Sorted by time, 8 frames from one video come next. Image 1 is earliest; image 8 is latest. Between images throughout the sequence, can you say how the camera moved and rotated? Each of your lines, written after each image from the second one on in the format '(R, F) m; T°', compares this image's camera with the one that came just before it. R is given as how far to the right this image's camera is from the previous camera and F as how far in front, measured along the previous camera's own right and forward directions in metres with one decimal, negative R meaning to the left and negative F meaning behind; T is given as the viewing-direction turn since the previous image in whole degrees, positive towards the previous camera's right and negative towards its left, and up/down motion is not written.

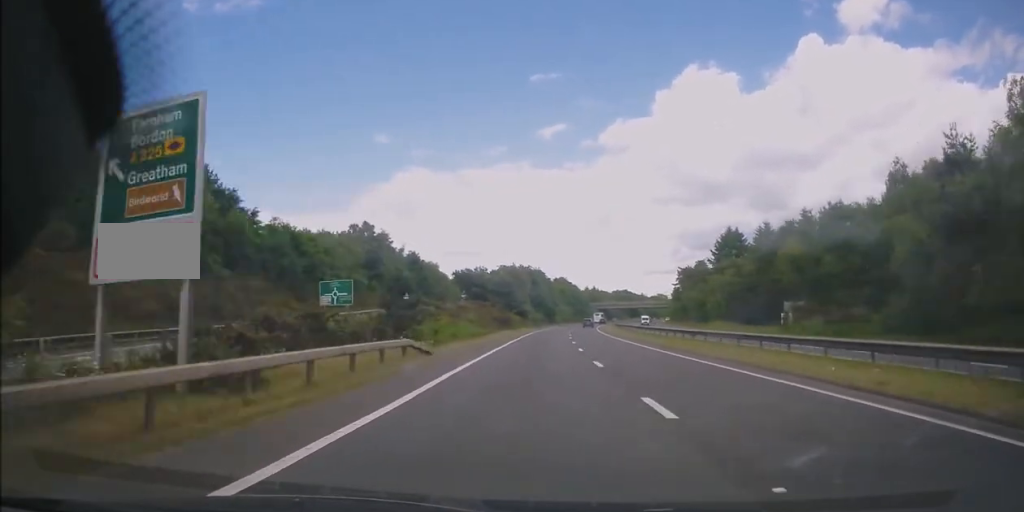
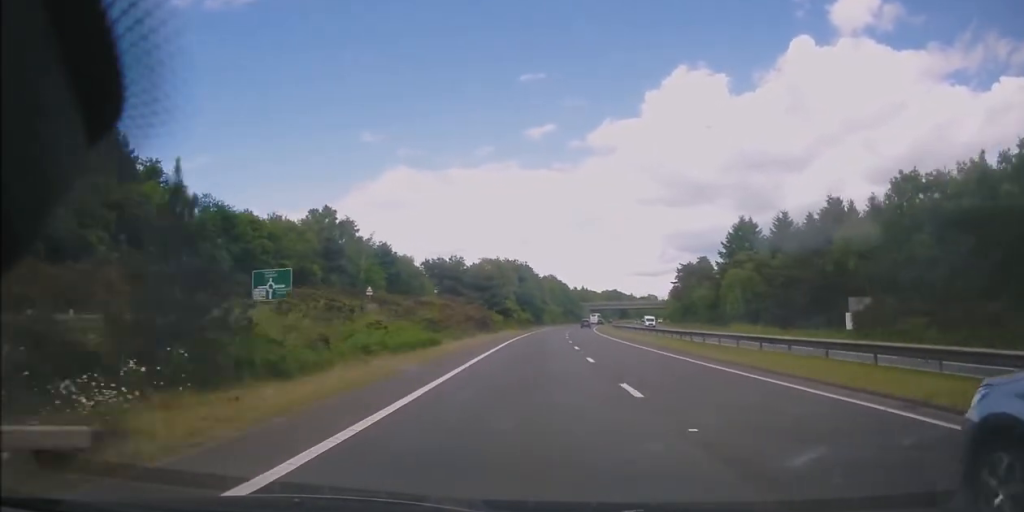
(-0.2, +16.0) m; +1°
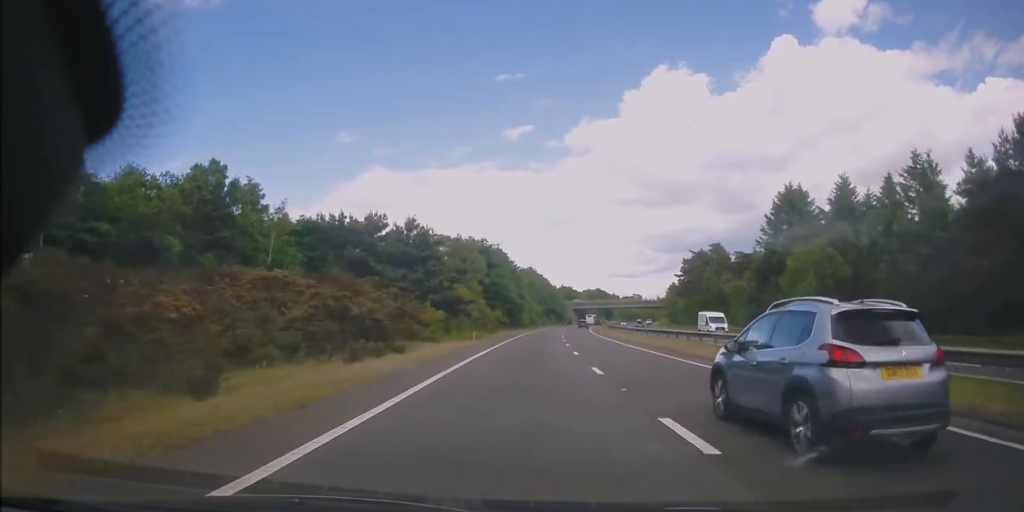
(+0.9, +32.2) m; +3°
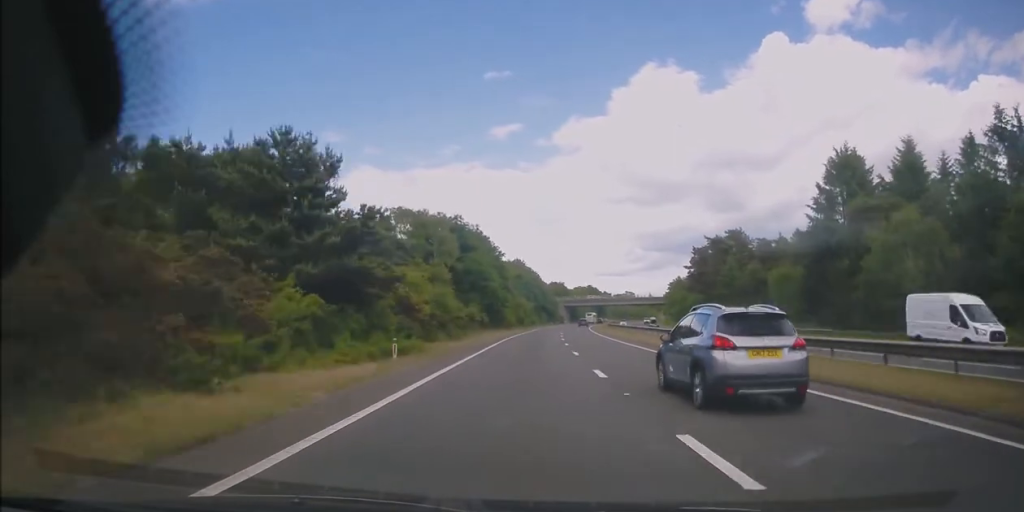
(+0.4, +20.0) m; +1°
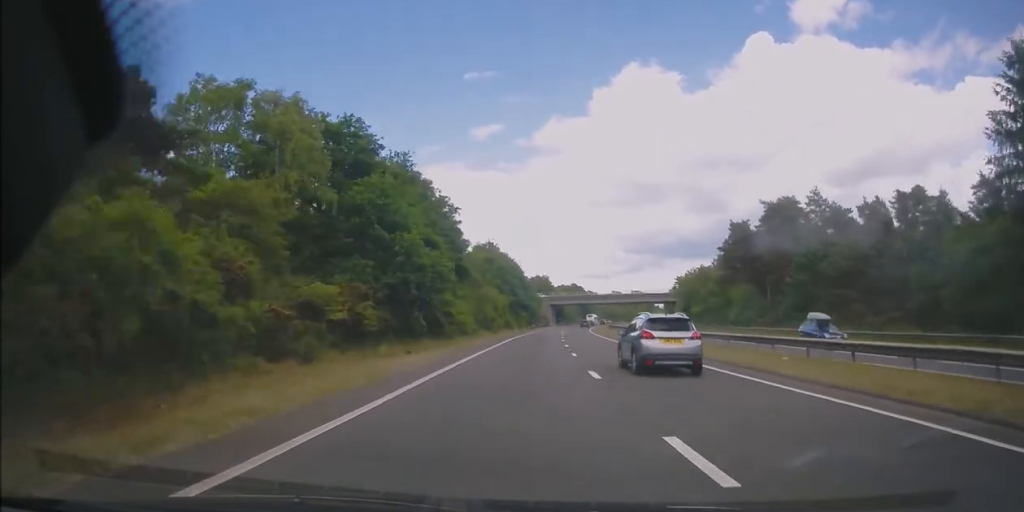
(+0.3, +37.4) m; +2°
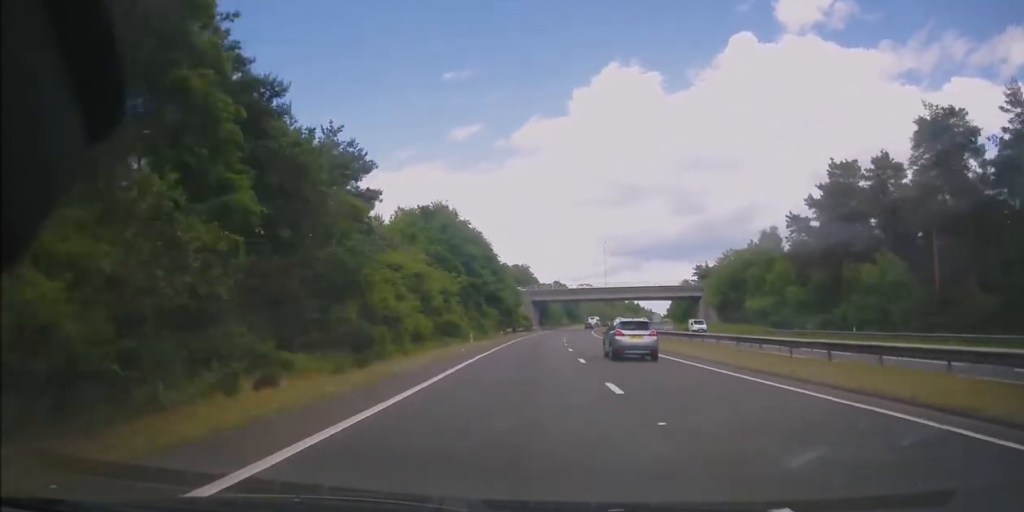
(+0.9, +40.4) m; +2°
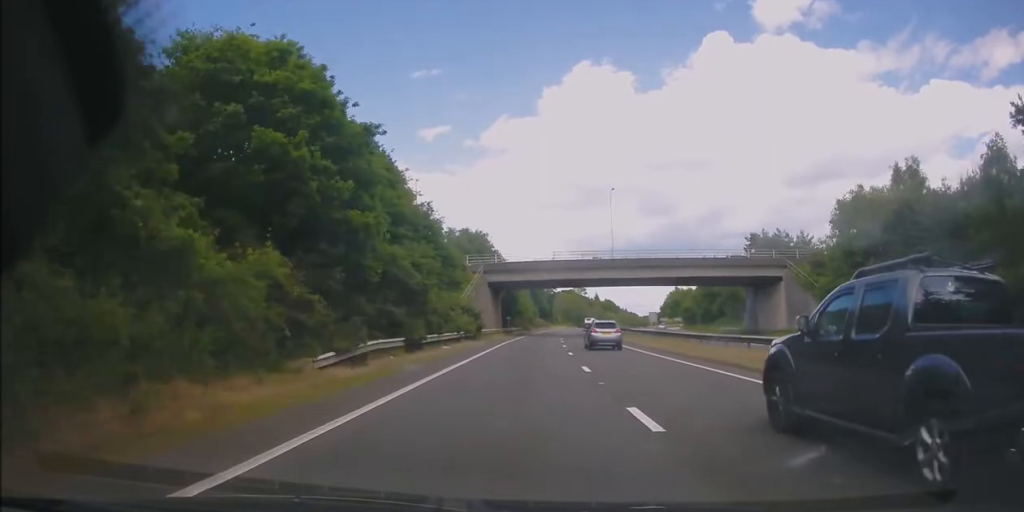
(+0.8, +51.1) m; +3°
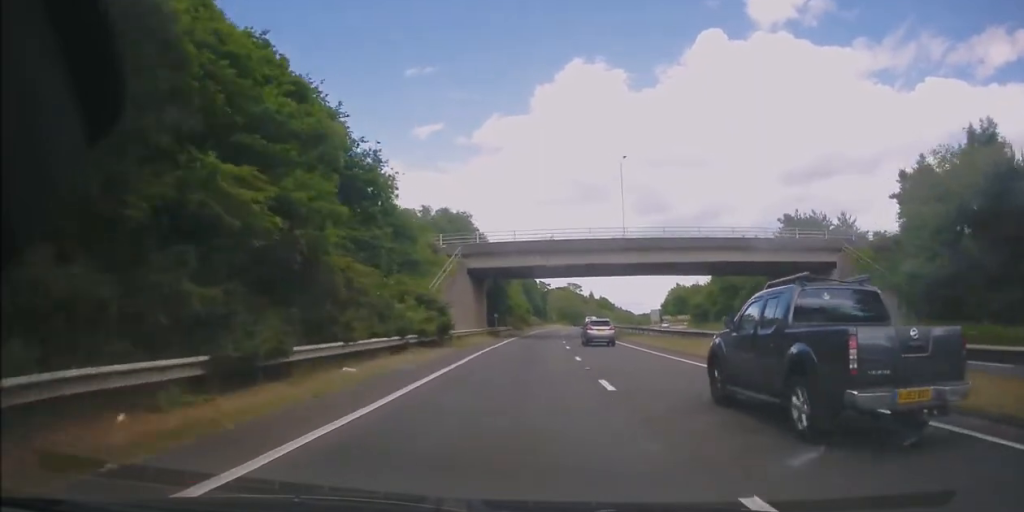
(+0.3, +14.4) m; +1°
